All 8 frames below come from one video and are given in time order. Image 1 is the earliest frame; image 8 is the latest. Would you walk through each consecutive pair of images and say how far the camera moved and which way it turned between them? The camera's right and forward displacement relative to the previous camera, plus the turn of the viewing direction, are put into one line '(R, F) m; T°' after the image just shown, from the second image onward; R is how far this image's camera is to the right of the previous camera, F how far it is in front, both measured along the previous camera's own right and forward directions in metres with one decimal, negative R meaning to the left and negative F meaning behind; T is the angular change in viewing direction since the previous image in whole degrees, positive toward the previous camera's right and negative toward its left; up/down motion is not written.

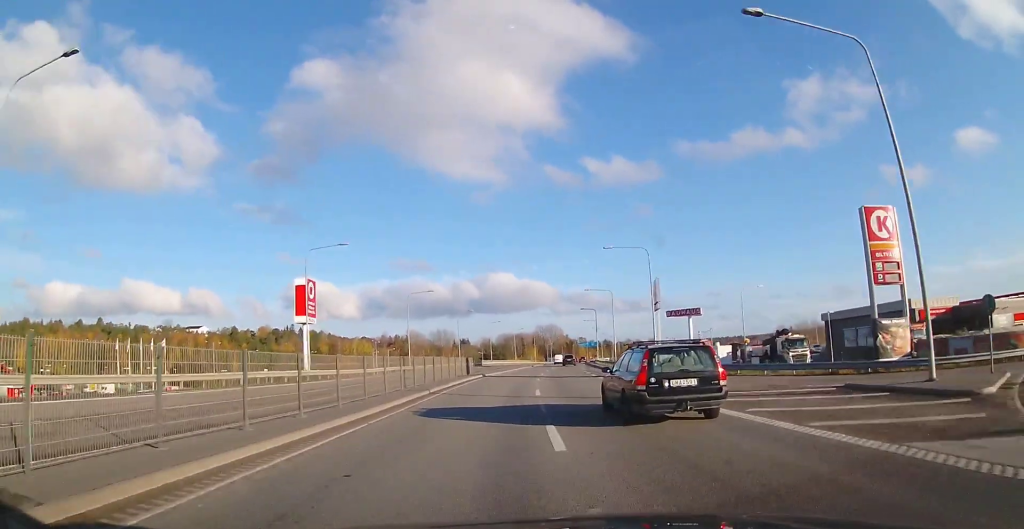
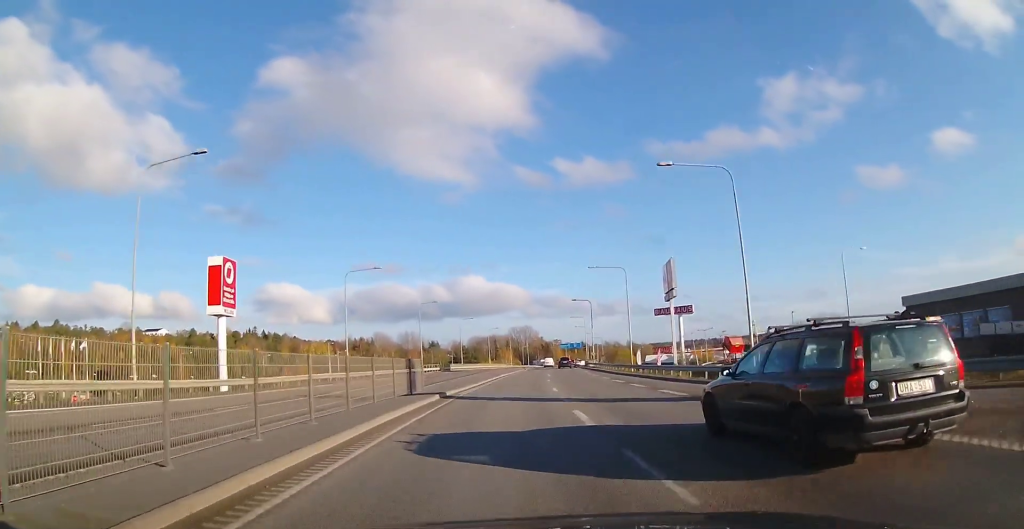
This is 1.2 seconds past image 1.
(+0.9, +20.7) m; +5°
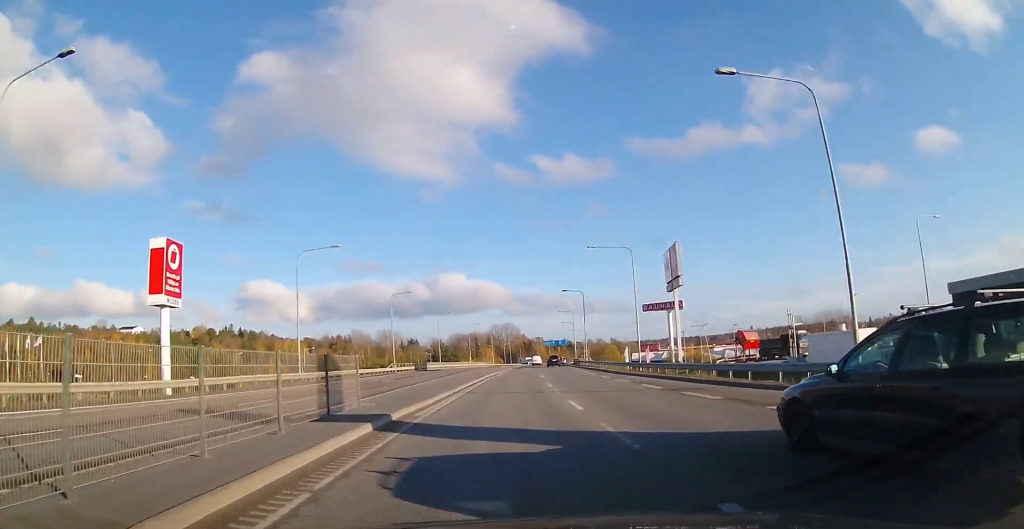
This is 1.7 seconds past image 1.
(+0.2, +9.2) m; +2°
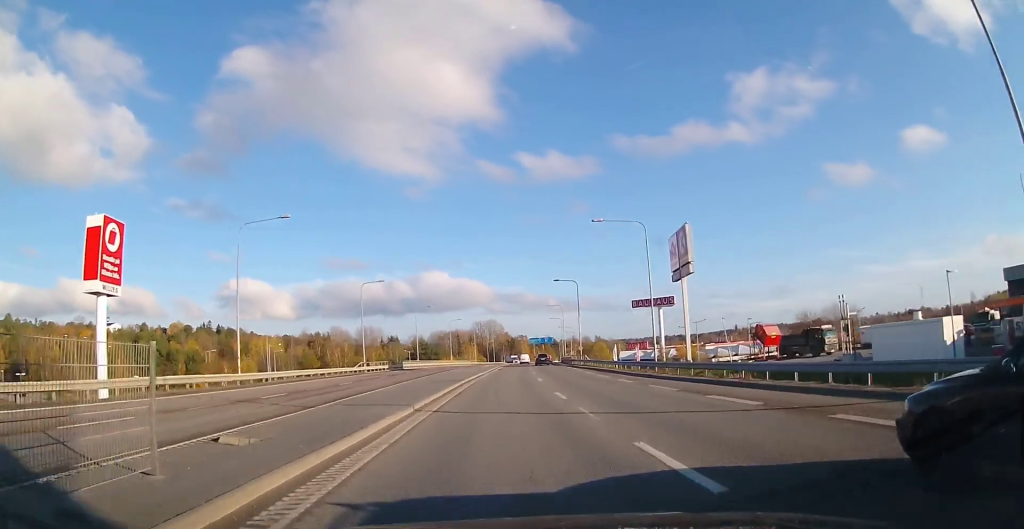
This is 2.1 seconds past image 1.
(0.0, +8.7) m; +2°
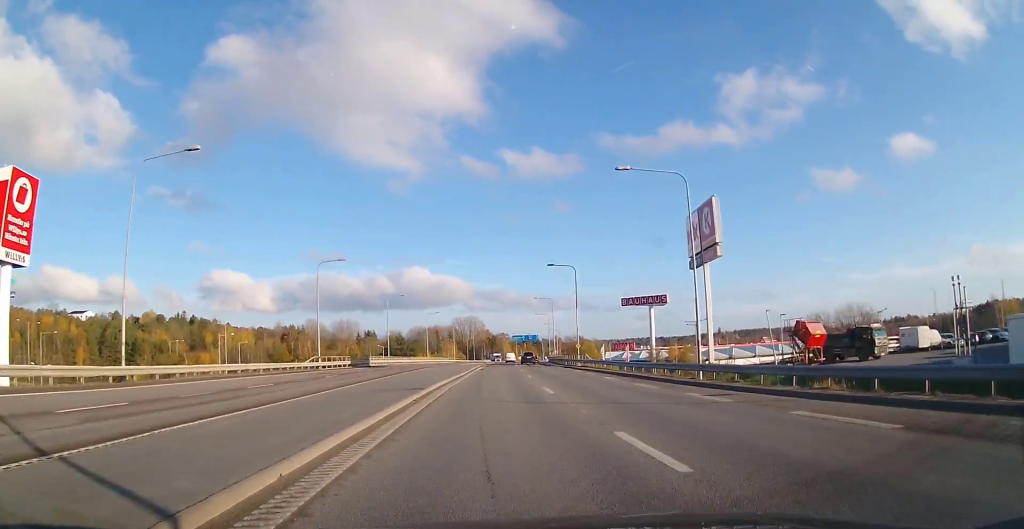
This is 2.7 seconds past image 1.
(0.0, +11.2) m; +2°
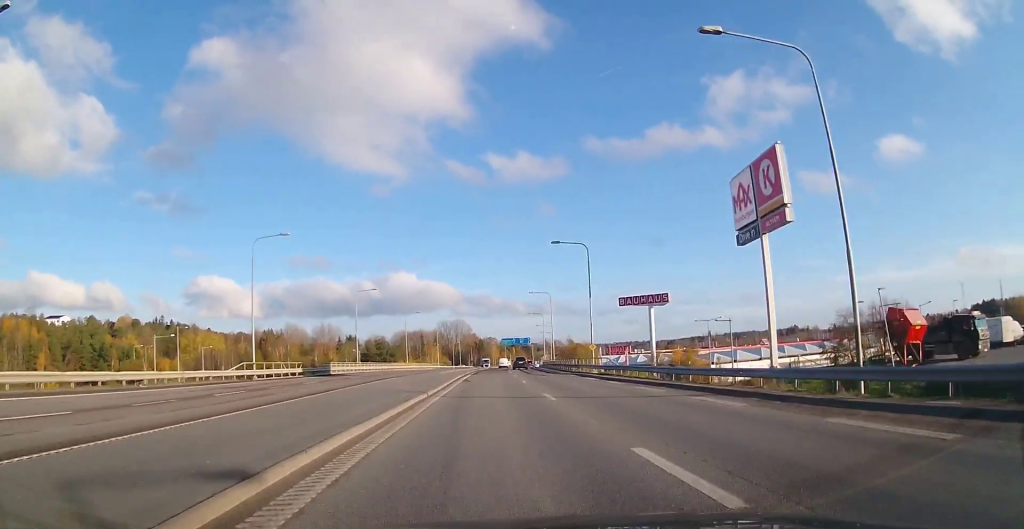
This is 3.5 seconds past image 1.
(+0.7, +13.8) m; +3°
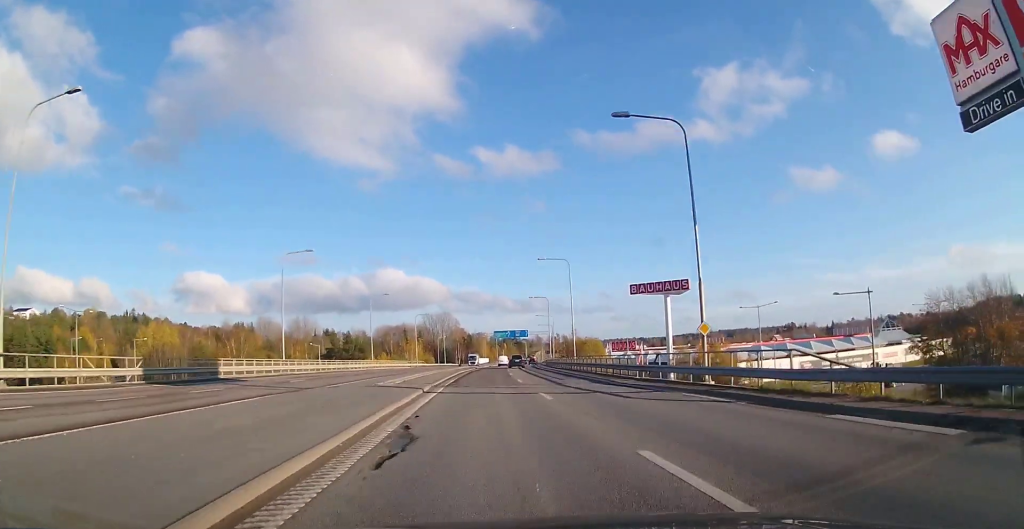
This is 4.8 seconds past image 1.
(+0.2, +25.2) m; 0°
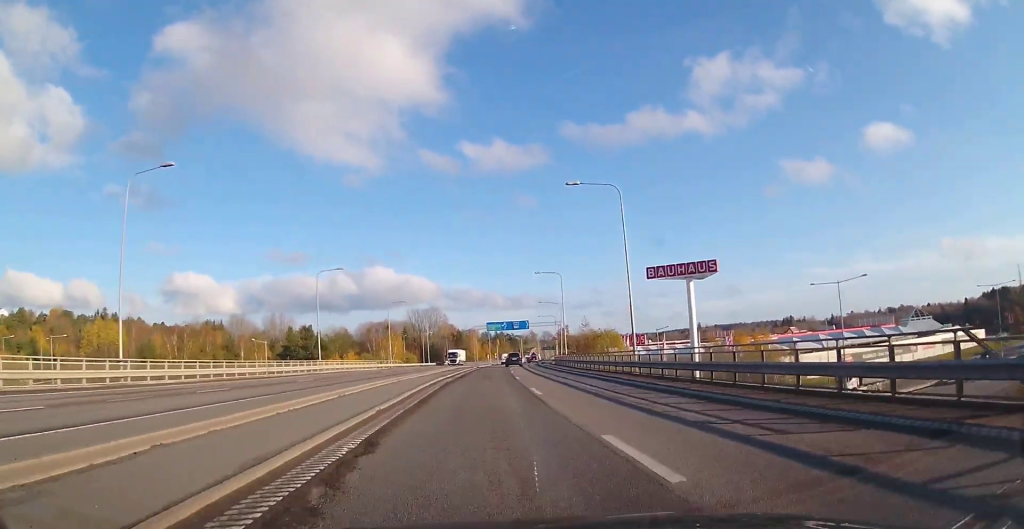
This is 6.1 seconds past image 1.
(0.0, +23.7) m; 0°
